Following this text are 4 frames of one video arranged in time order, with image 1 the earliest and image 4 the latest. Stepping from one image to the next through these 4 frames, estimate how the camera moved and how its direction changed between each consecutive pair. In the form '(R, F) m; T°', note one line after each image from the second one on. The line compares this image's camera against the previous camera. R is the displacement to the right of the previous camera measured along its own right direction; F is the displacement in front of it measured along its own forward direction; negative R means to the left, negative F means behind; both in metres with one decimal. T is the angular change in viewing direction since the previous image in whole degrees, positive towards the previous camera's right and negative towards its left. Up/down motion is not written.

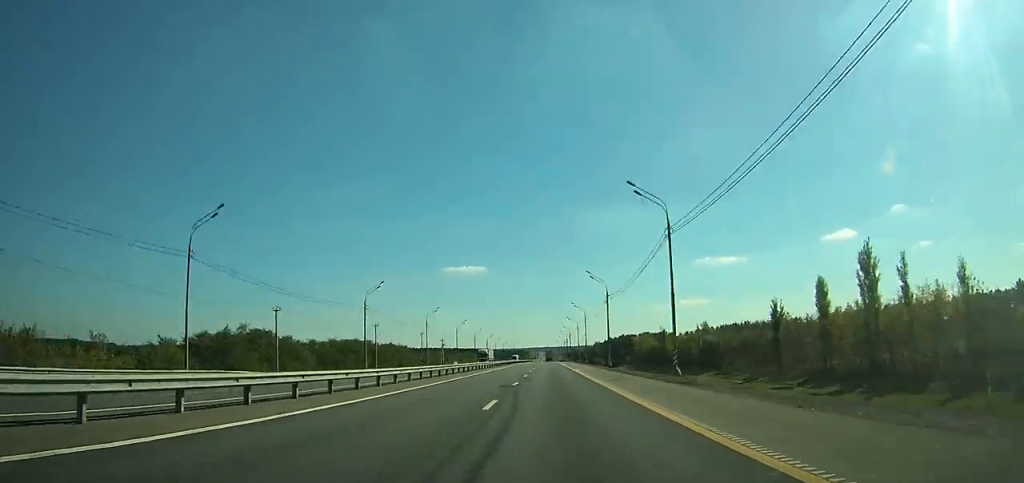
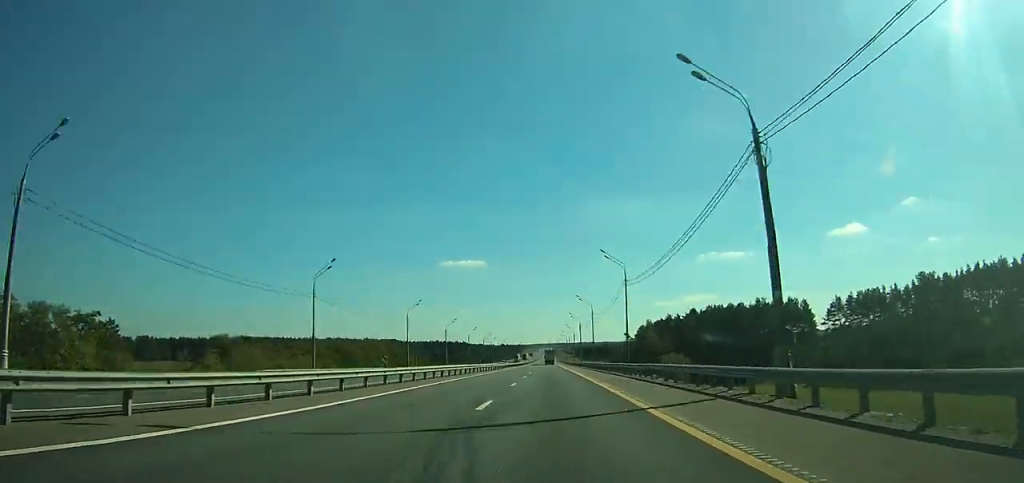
(-0.6, +199.8) m; 0°
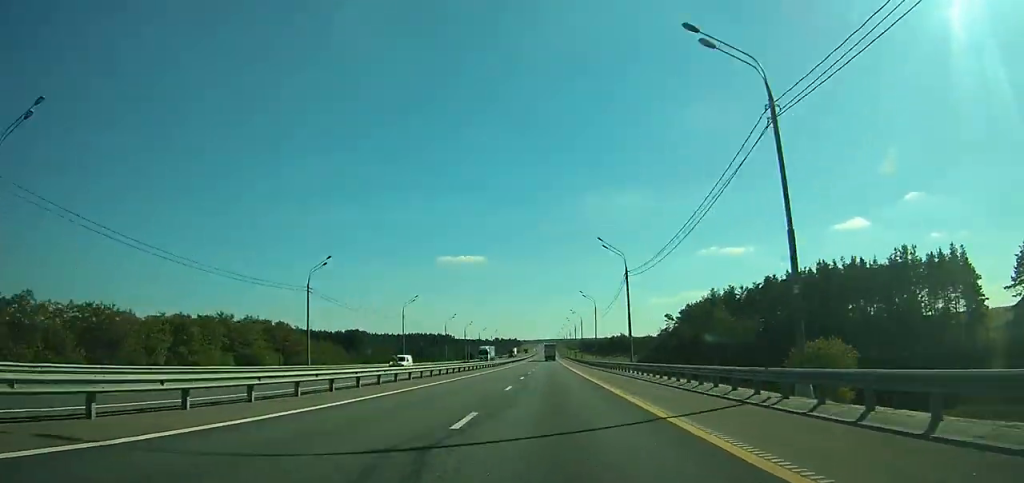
(-0.1, +73.7) m; 0°
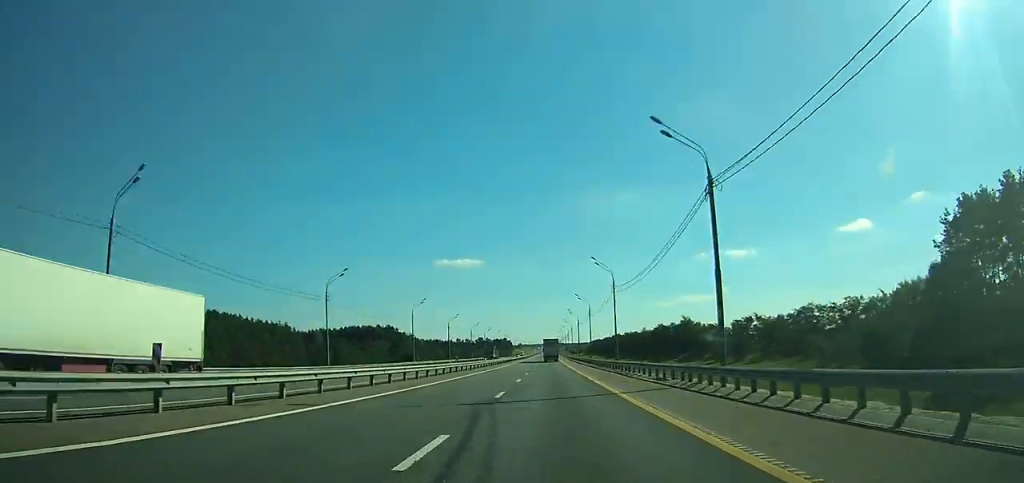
(+0.3, +138.0) m; 0°
